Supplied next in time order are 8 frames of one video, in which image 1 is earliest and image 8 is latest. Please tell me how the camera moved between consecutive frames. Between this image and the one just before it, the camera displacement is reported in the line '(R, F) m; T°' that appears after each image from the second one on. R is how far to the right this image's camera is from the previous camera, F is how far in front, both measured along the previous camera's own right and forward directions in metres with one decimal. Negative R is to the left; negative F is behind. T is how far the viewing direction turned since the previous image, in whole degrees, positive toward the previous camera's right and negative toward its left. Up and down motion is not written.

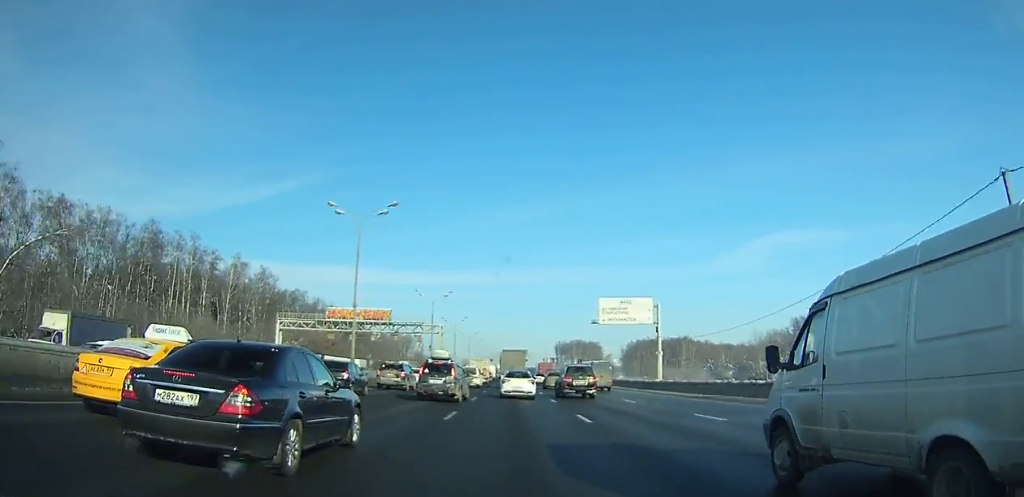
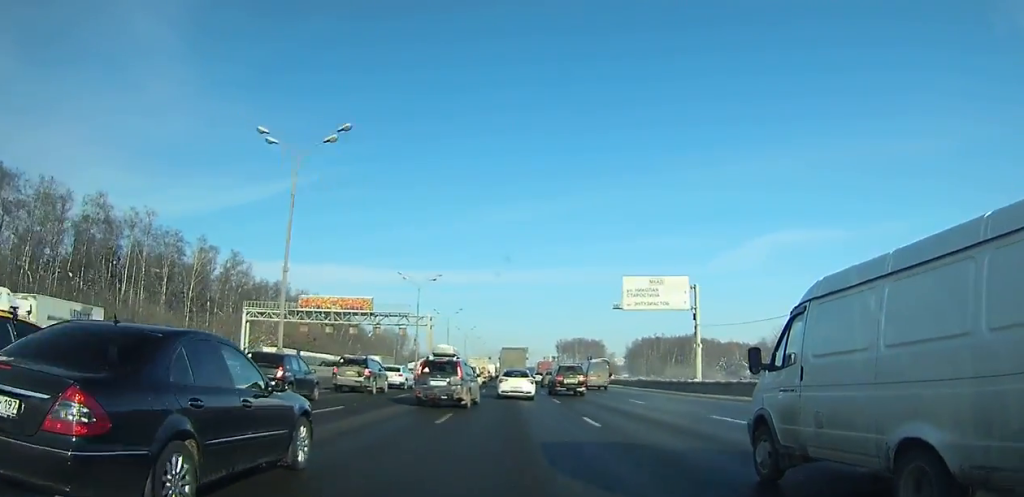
(0.0, +12.9) m; 0°
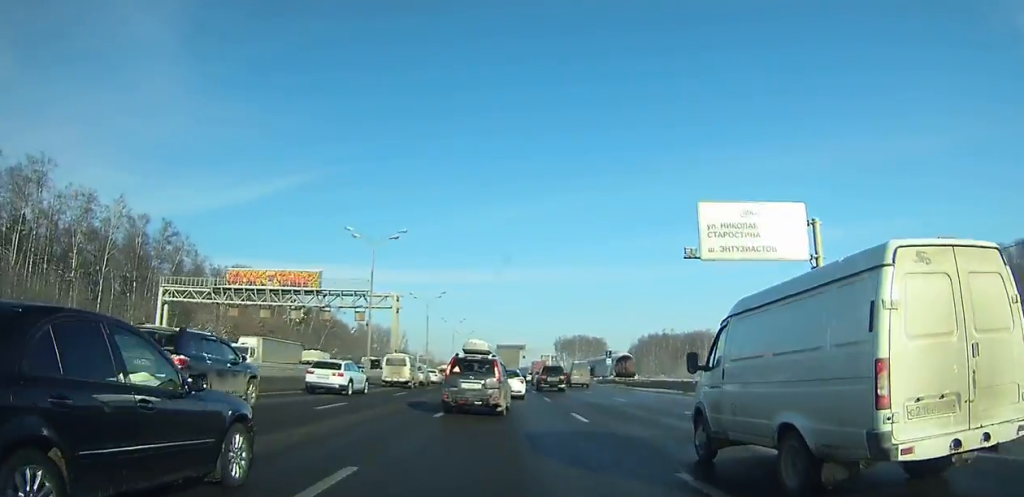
(0.0, +24.4) m; 0°
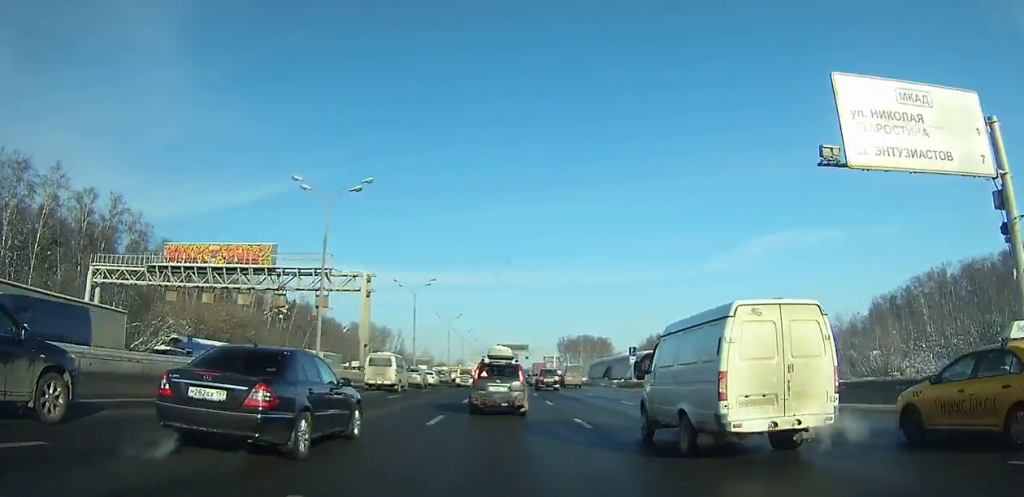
(0.0, +18.0) m; 0°
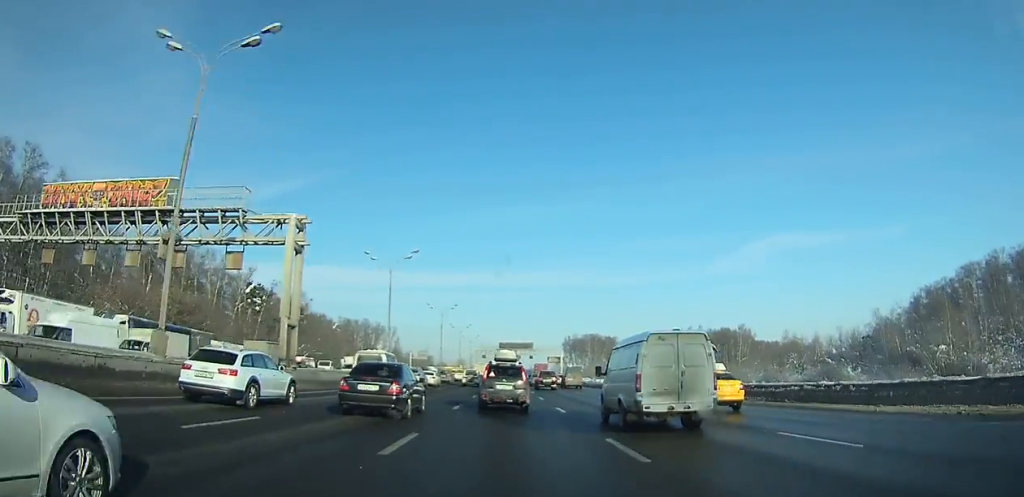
(0.0, +22.2) m; 0°
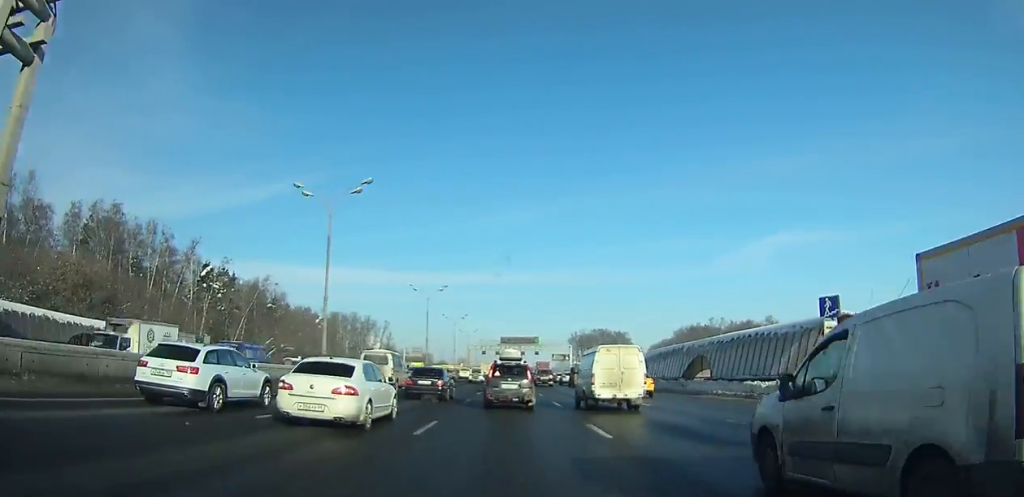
(0.0, +25.7) m; 0°
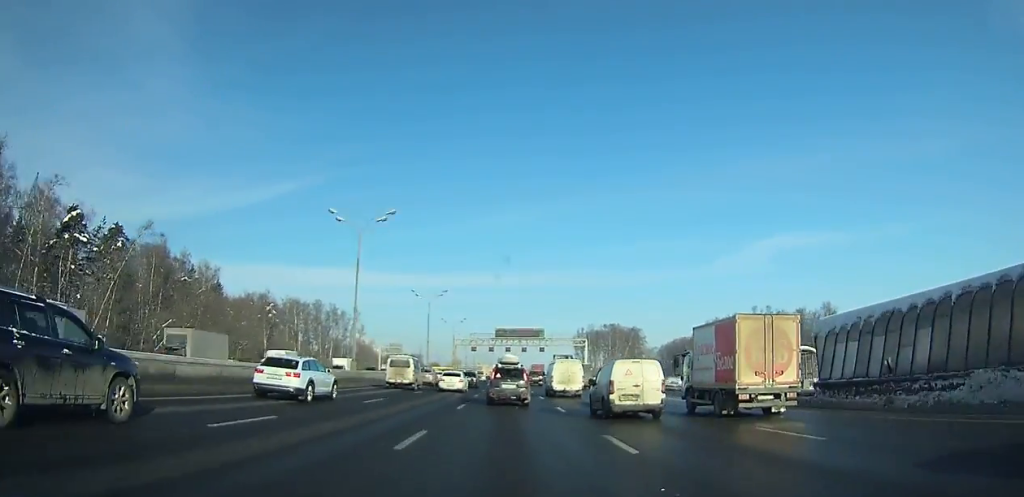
(0.0, +49.2) m; 0°
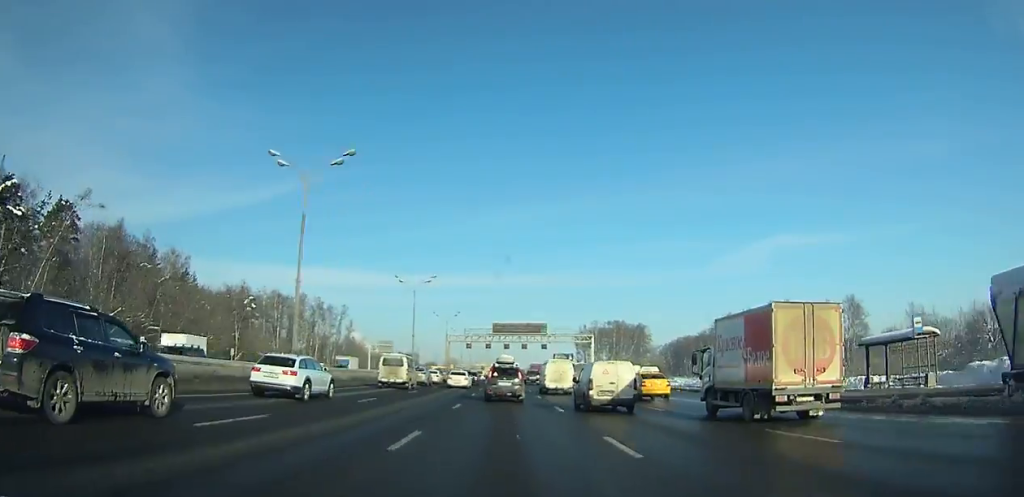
(0.0, +13.4) m; 0°
